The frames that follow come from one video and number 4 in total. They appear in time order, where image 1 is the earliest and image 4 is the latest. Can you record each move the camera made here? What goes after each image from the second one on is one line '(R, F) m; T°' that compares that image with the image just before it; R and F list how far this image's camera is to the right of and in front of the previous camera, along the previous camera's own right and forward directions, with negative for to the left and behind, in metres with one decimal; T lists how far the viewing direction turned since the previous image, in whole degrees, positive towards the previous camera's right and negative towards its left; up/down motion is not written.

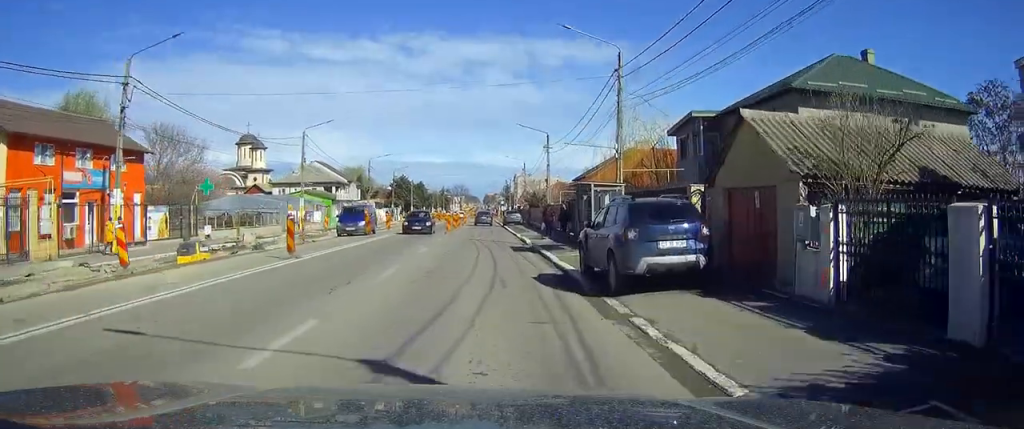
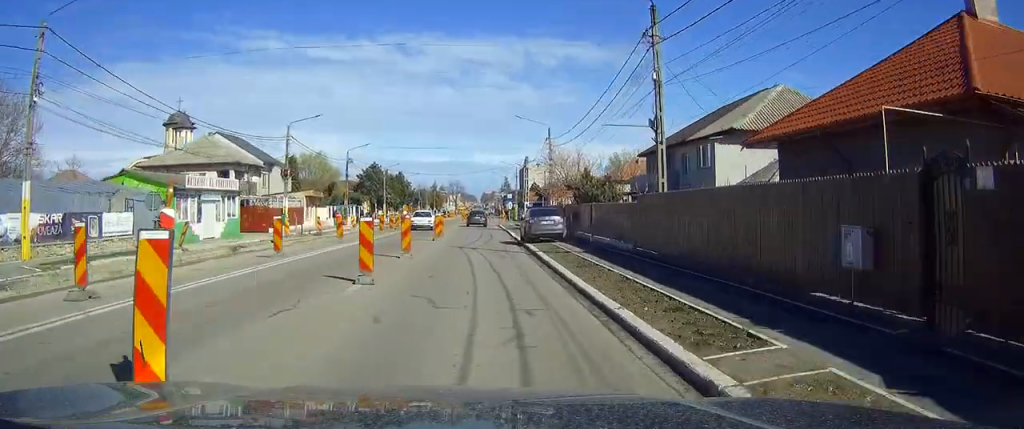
(+0.1, +38.4) m; 0°
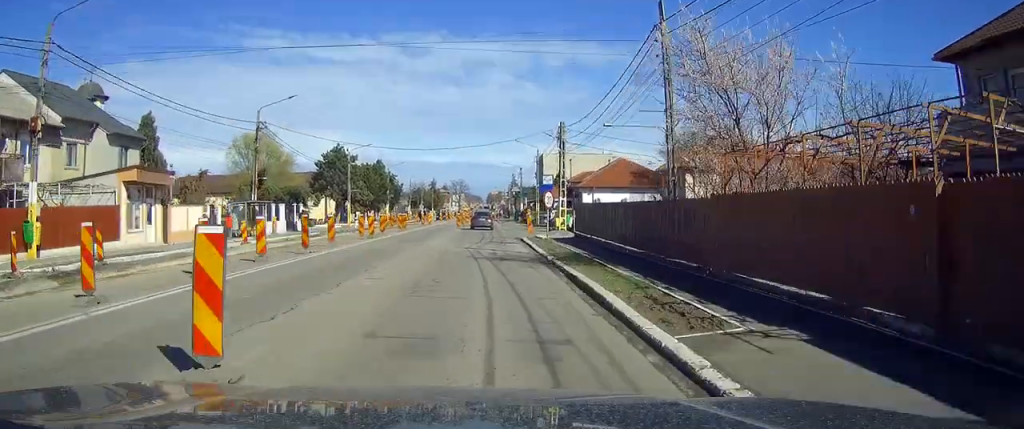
(-0.1, +34.5) m; -1°
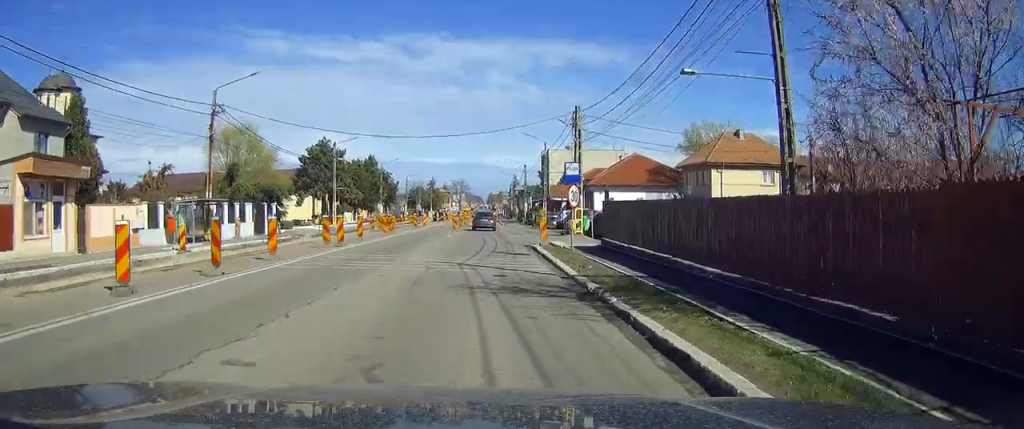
(0.0, +8.3) m; 0°
